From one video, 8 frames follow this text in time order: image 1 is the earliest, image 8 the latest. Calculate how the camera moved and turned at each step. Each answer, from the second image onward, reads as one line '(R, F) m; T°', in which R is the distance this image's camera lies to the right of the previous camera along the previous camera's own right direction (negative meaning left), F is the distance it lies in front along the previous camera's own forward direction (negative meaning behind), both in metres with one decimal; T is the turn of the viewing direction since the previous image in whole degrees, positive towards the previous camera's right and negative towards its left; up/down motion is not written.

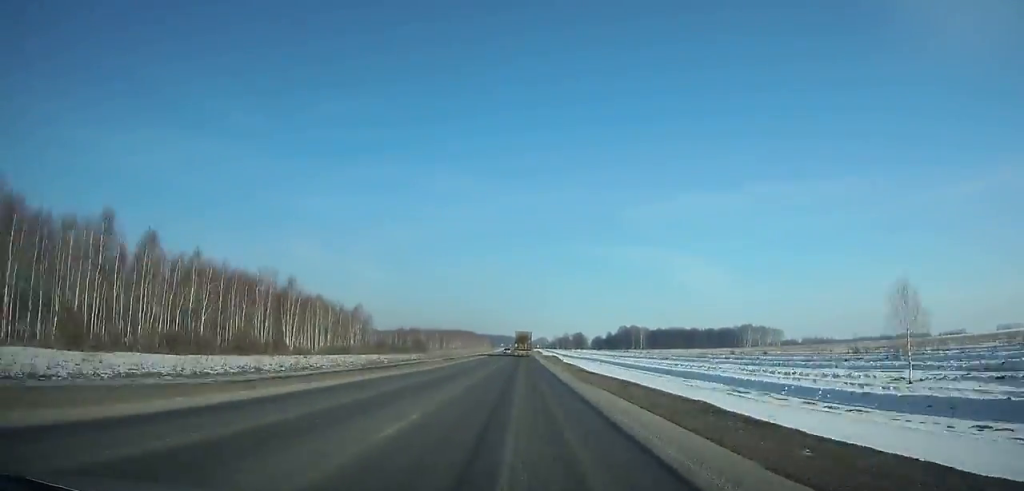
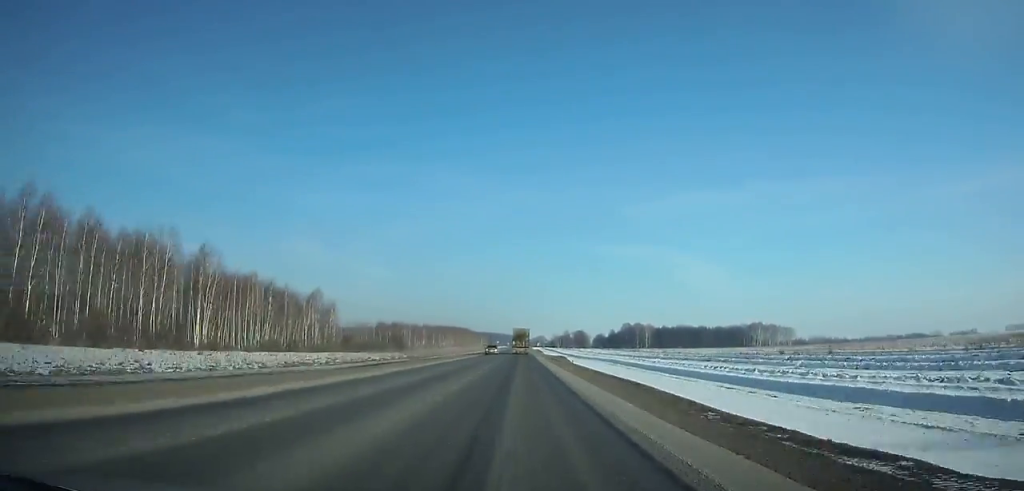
(0.0, +30.6) m; 0°
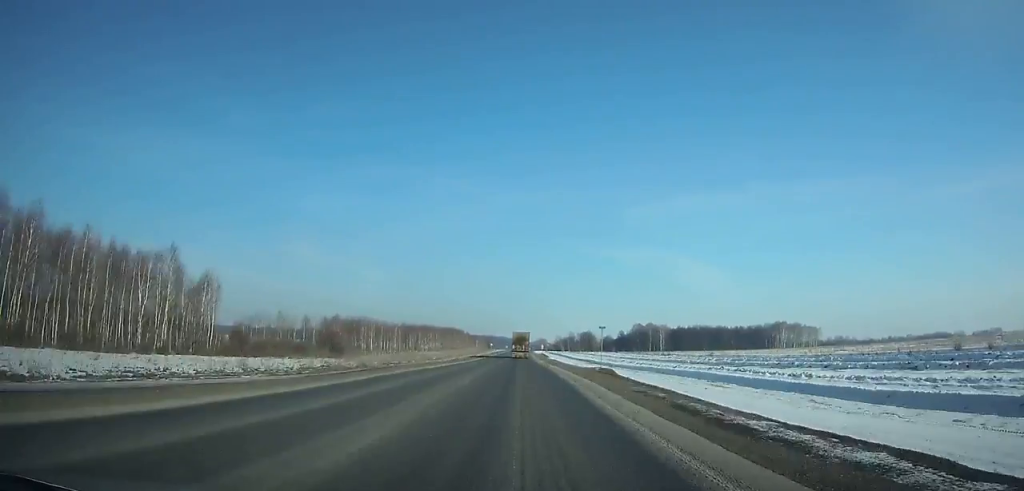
(0.0, +53.6) m; 0°
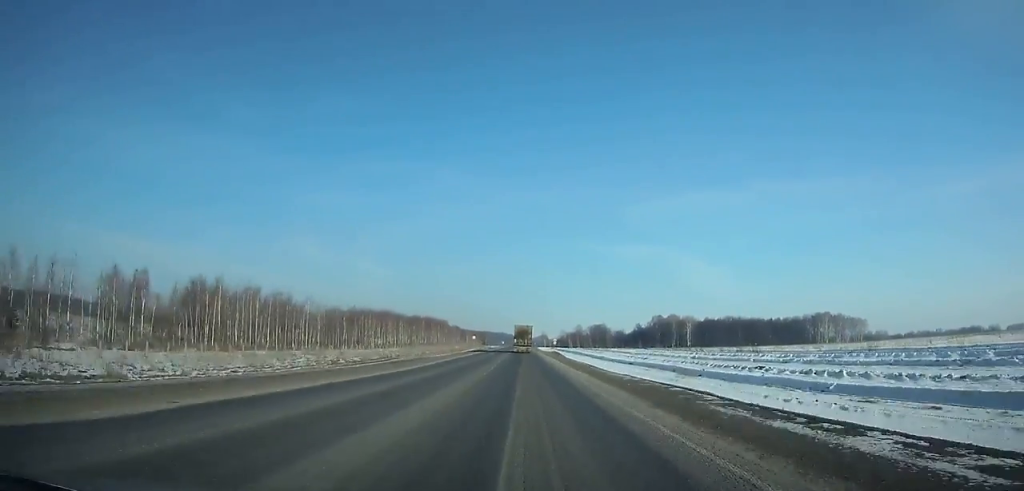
(-0.1, +75.7) m; 0°
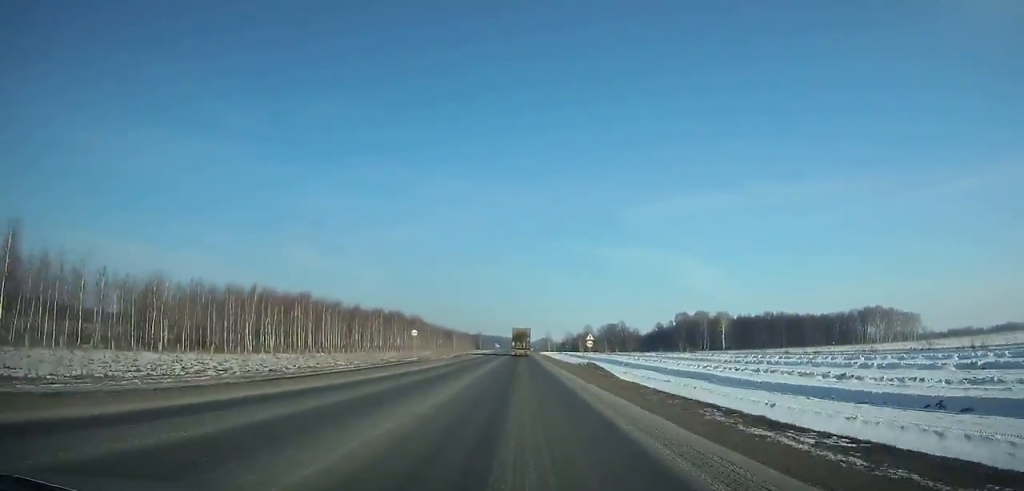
(+0.1, +70.0) m; 0°
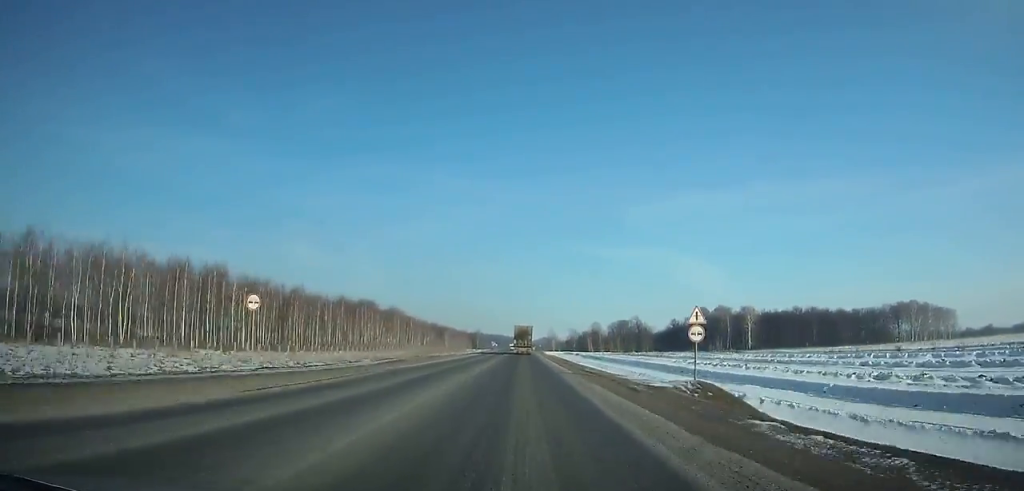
(0.0, +37.2) m; 0°
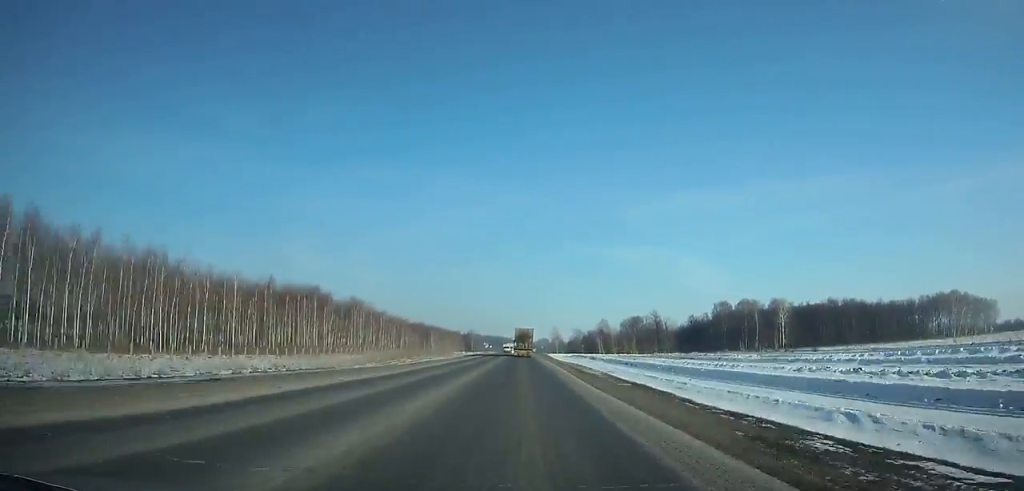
(-0.1, +39.3) m; 0°
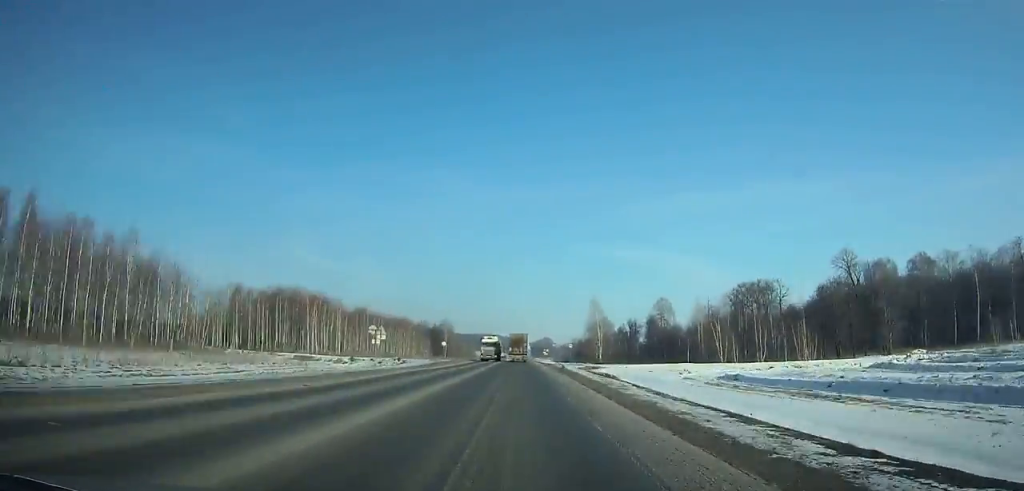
(0.0, +139.9) m; 0°
